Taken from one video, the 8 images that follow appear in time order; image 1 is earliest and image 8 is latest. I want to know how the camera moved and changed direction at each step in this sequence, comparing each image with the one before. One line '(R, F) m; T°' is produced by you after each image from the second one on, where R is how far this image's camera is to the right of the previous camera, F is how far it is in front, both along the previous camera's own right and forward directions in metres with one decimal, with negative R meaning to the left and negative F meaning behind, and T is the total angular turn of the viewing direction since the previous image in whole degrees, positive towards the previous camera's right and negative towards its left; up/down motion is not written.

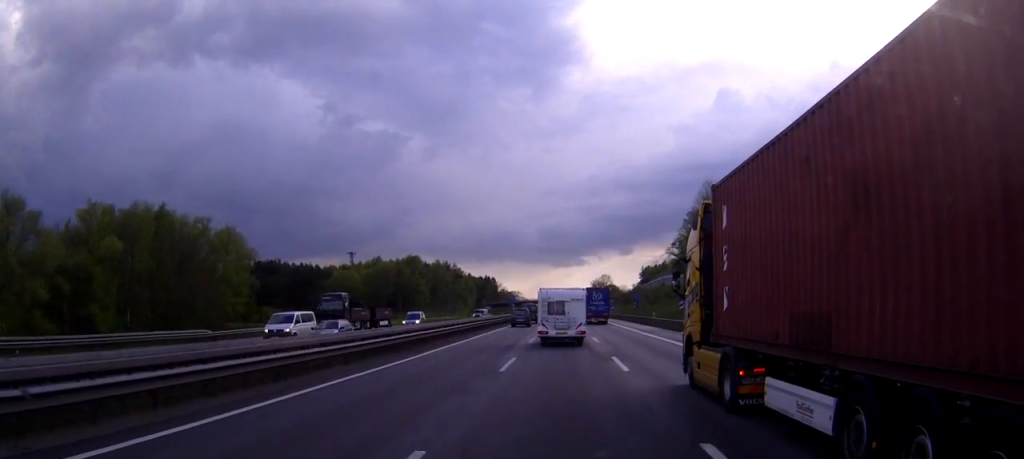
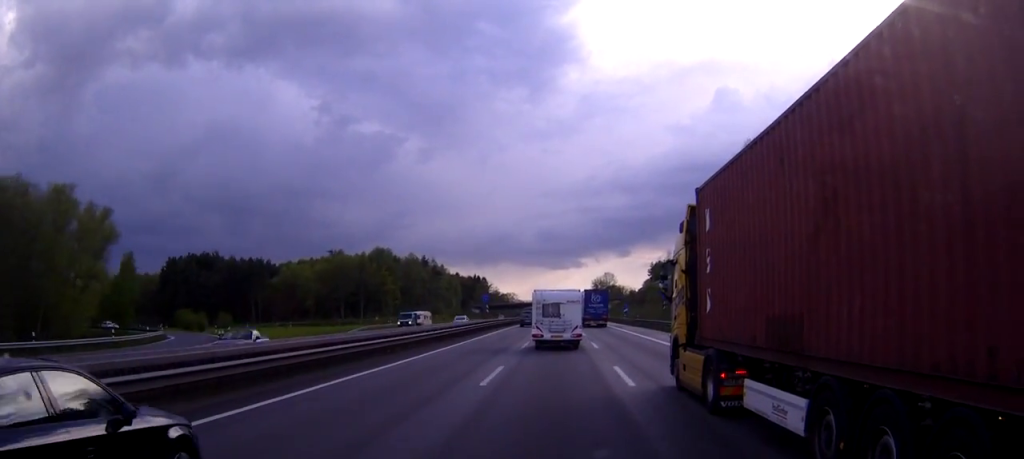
(+0.1, +38.5) m; 0°
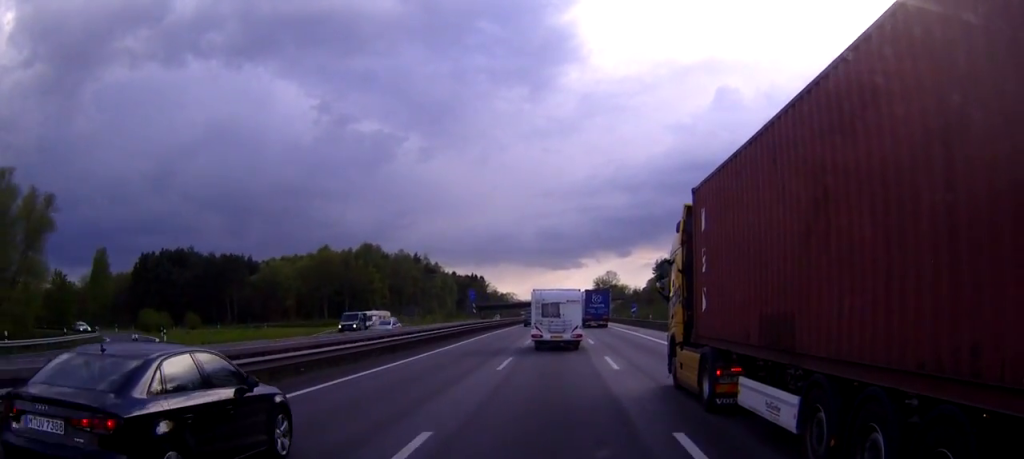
(0.0, +12.7) m; 0°
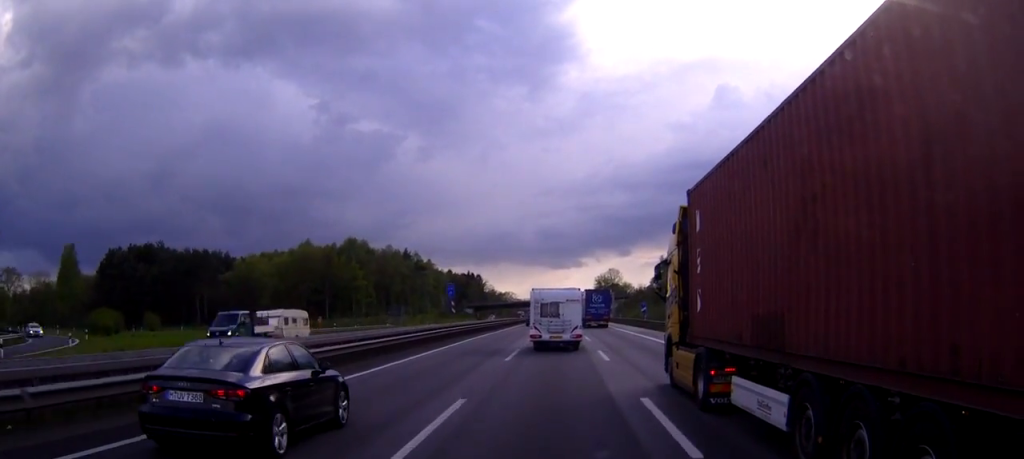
(0.0, +13.4) m; 0°
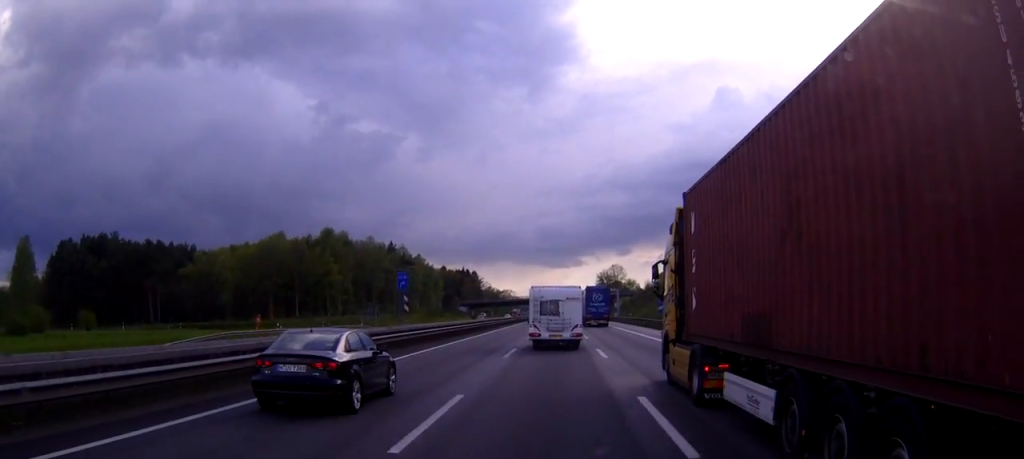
(-0.1, +17.4) m; 0°
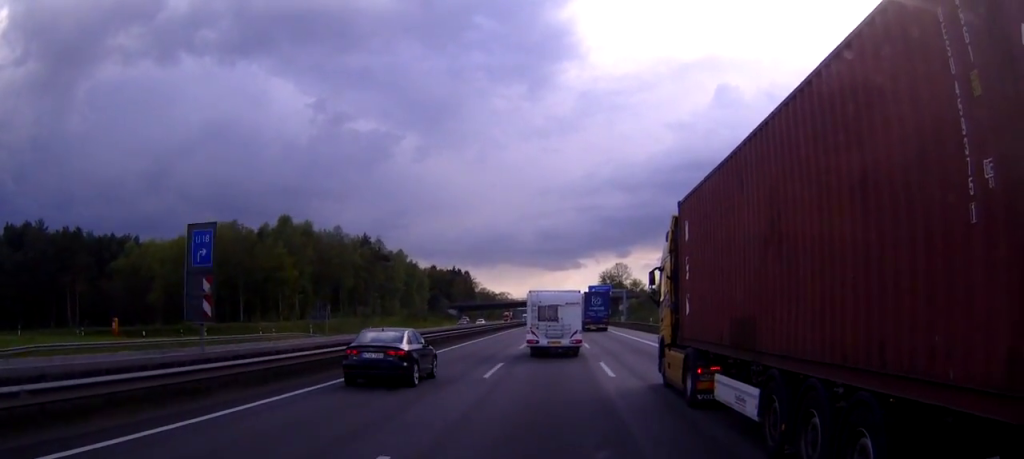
(0.0, +23.6) m; 0°
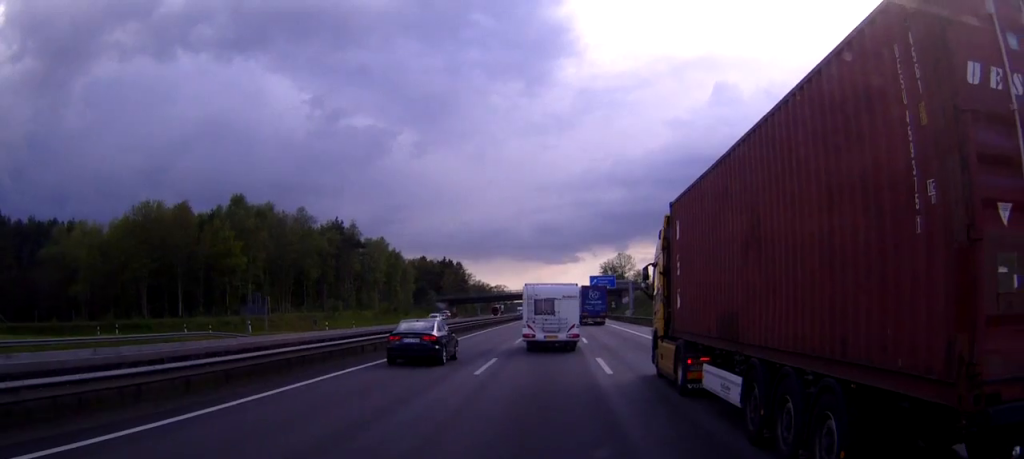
(-0.1, +18.7) m; 0°
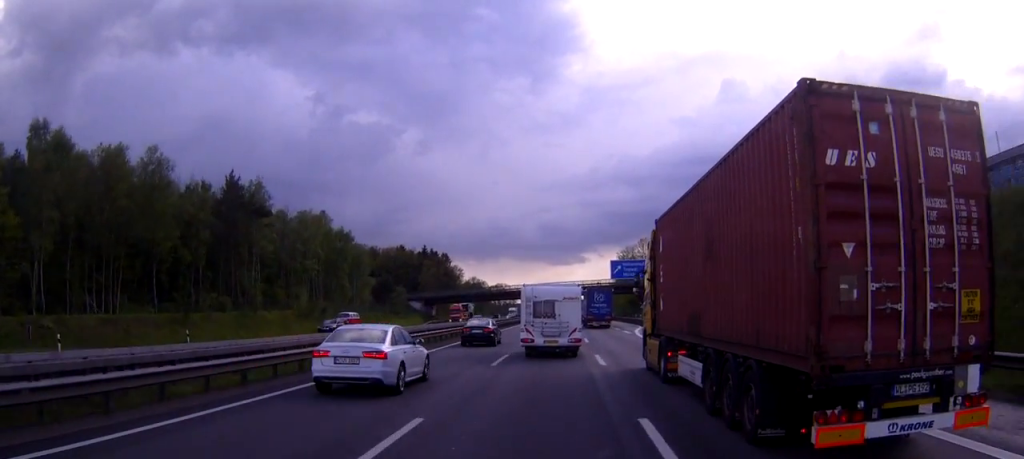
(-0.7, +49.6) m; -2°
